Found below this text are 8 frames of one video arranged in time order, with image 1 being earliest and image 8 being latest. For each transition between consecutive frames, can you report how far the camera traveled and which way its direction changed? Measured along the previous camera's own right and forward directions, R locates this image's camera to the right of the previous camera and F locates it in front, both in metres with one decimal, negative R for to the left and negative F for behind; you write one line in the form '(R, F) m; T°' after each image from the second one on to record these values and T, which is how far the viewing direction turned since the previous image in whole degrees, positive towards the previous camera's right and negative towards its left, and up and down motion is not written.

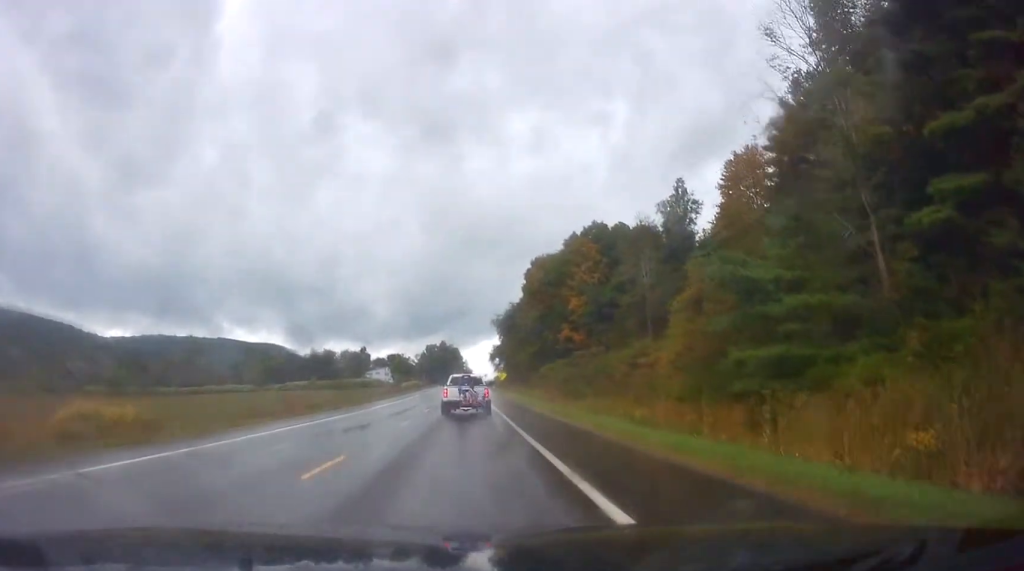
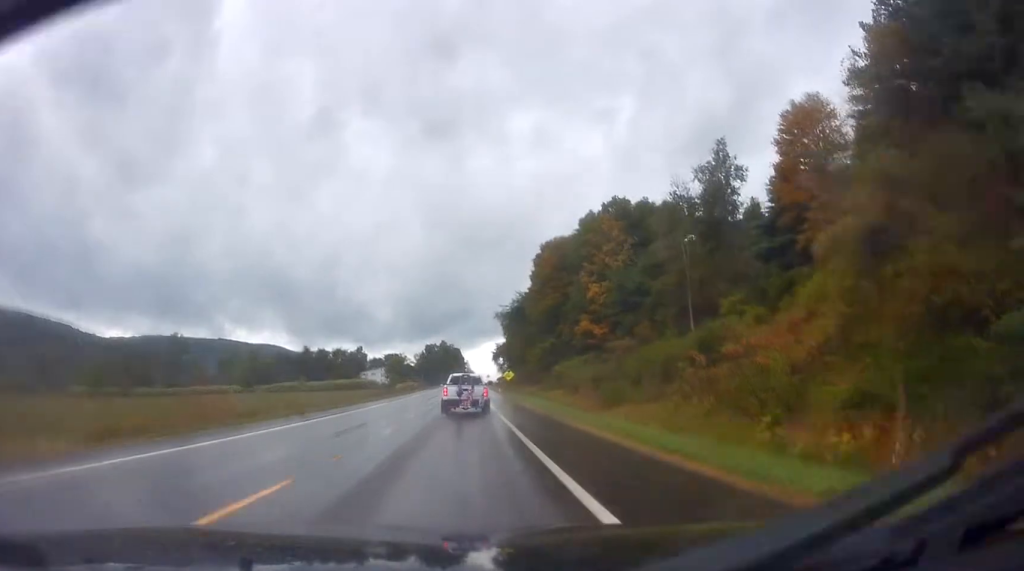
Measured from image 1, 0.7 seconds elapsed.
(+0.5, +16.2) m; 0°
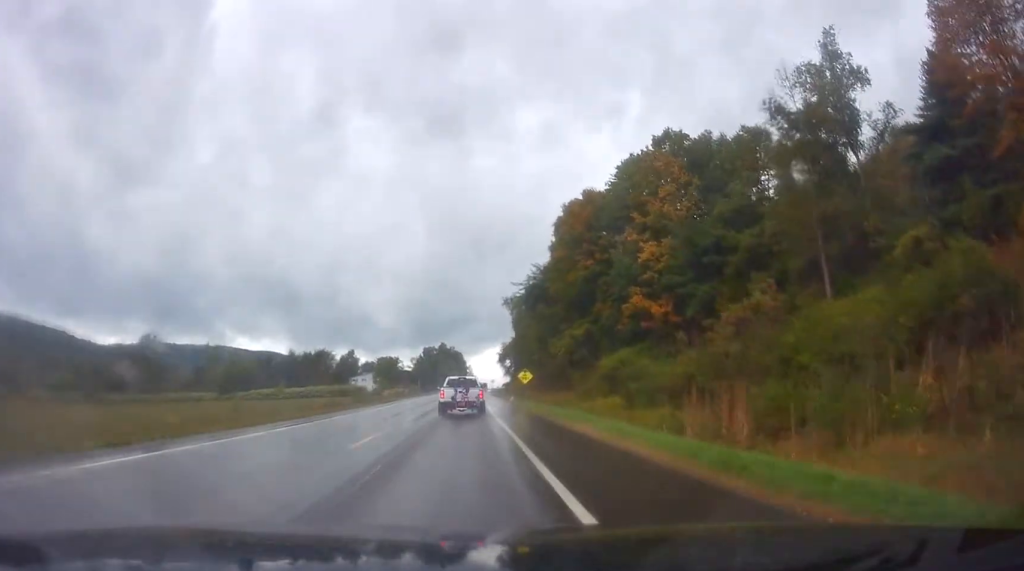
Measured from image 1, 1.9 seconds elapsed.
(-0.8, +28.7) m; -2°
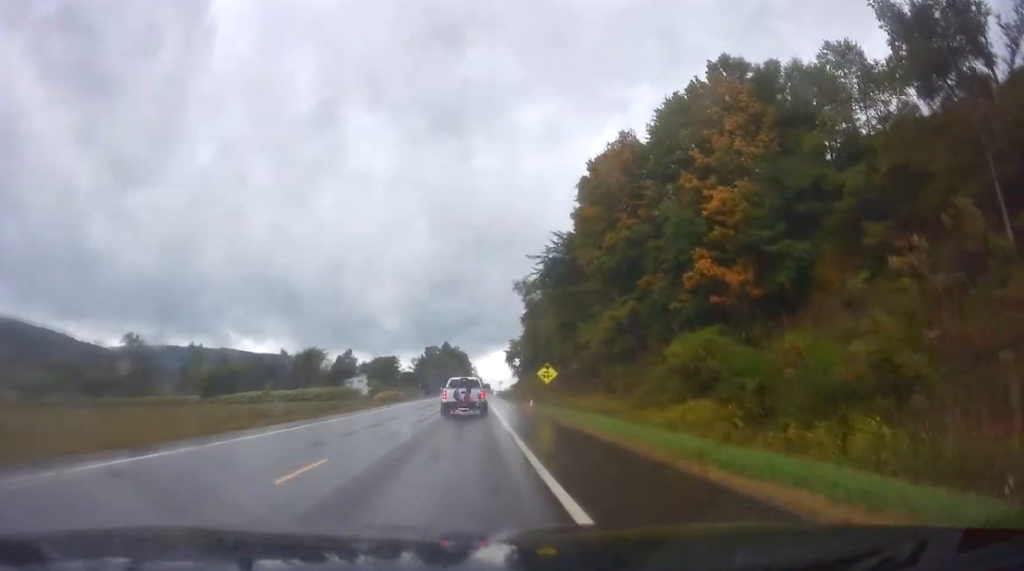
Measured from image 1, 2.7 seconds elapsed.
(0.0, +17.7) m; 0°
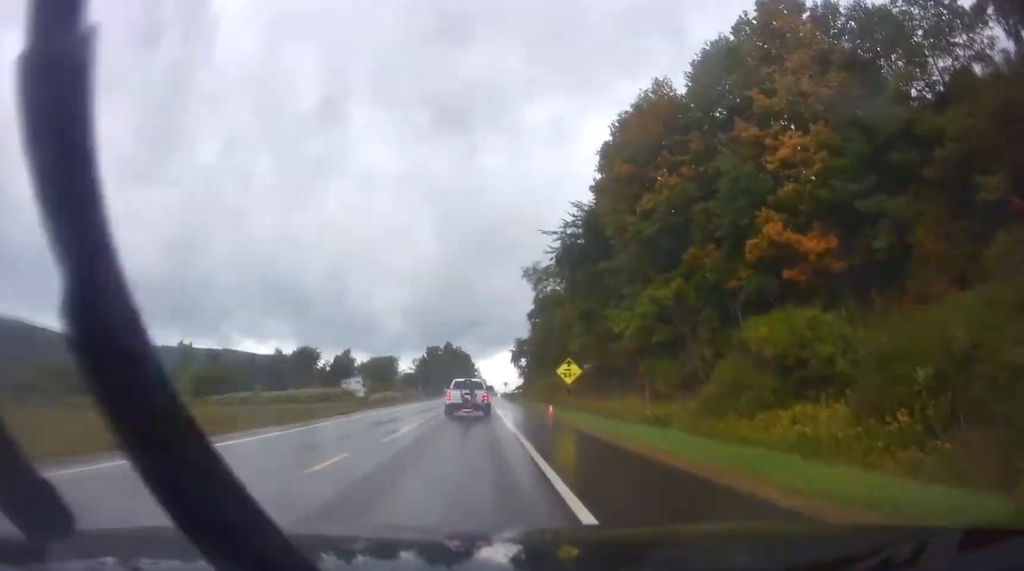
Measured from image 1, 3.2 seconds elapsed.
(0.0, +10.7) m; 0°
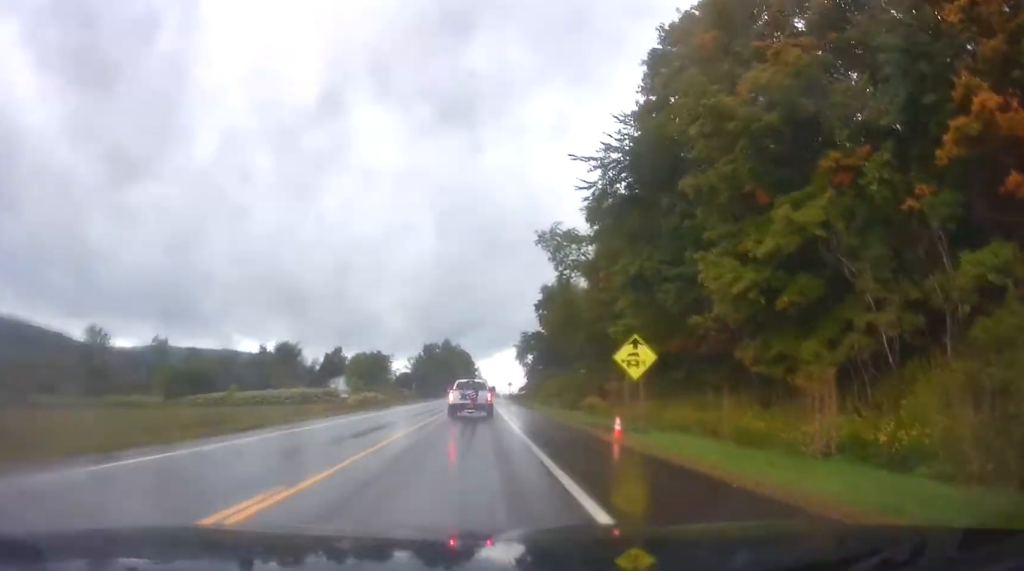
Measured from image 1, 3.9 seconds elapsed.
(0.0, +17.6) m; 0°
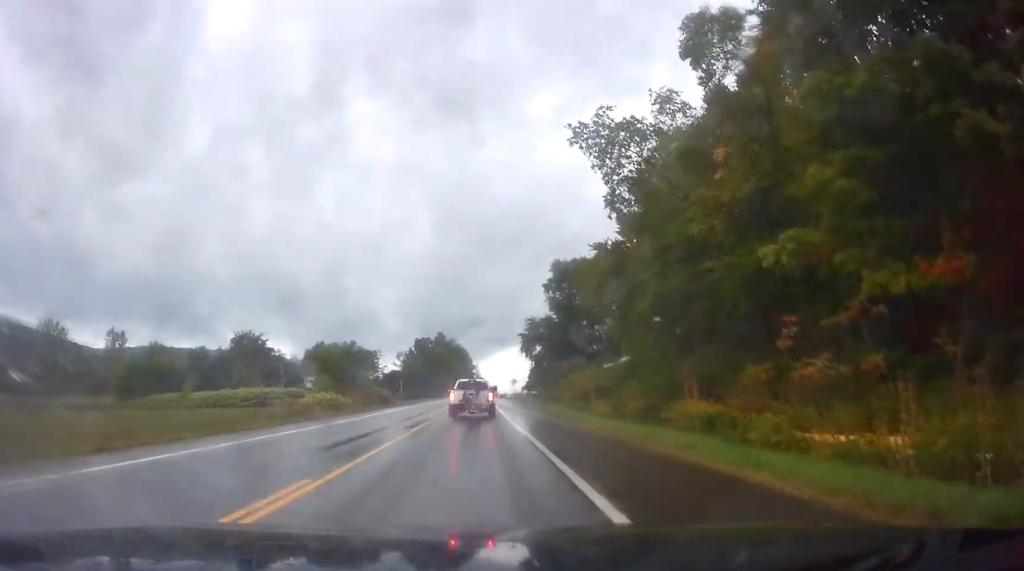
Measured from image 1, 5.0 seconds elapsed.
(-0.2, +23.4) m; -1°
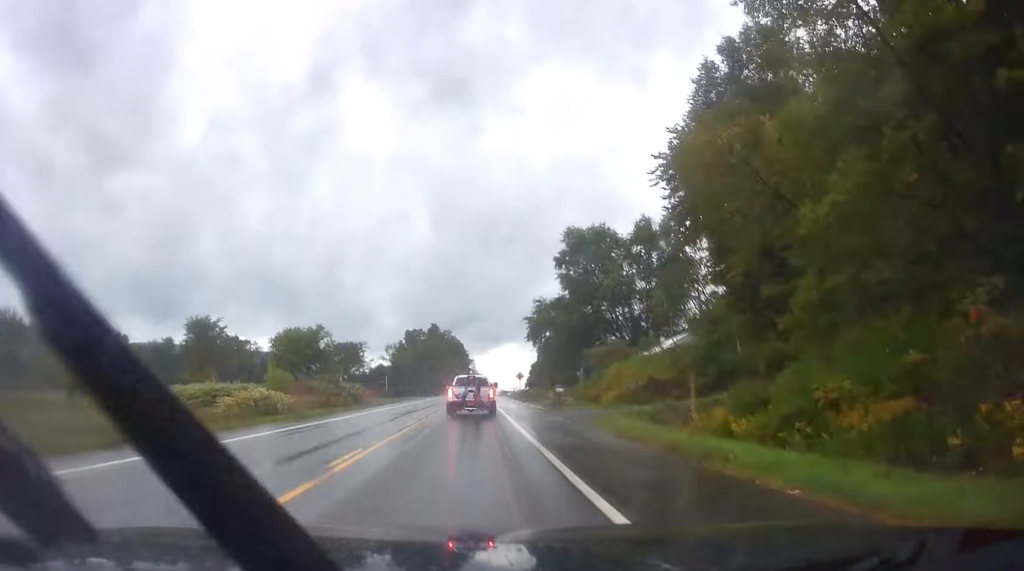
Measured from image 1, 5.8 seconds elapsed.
(-0.4, +19.5) m; 0°
